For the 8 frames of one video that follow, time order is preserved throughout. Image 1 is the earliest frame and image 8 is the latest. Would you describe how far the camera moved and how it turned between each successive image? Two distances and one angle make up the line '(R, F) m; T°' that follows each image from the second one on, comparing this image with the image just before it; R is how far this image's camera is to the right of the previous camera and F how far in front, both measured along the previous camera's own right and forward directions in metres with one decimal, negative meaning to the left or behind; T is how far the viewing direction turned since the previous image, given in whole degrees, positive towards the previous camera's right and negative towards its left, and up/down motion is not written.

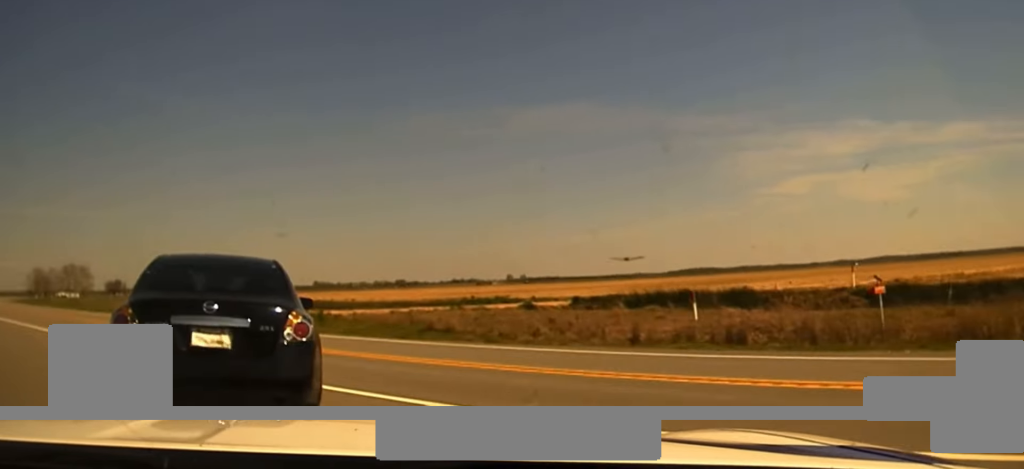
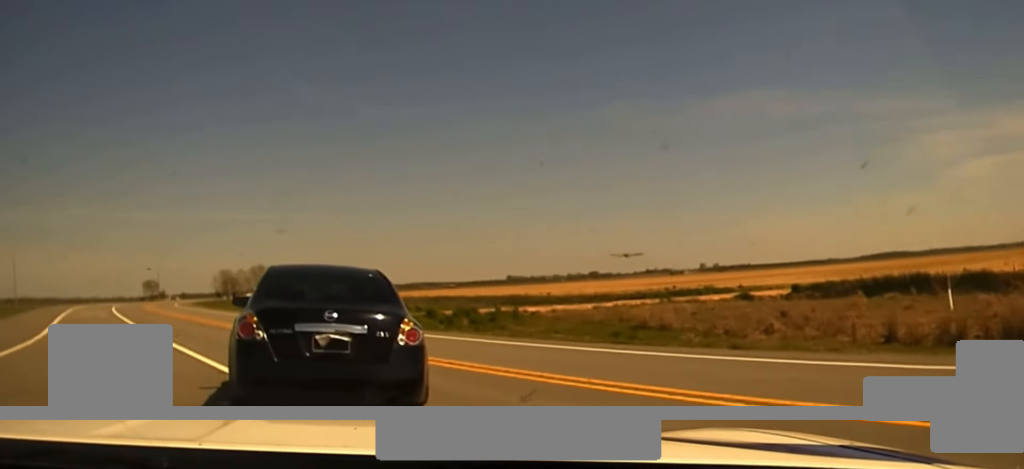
(+0.1, +5.6) m; -5°
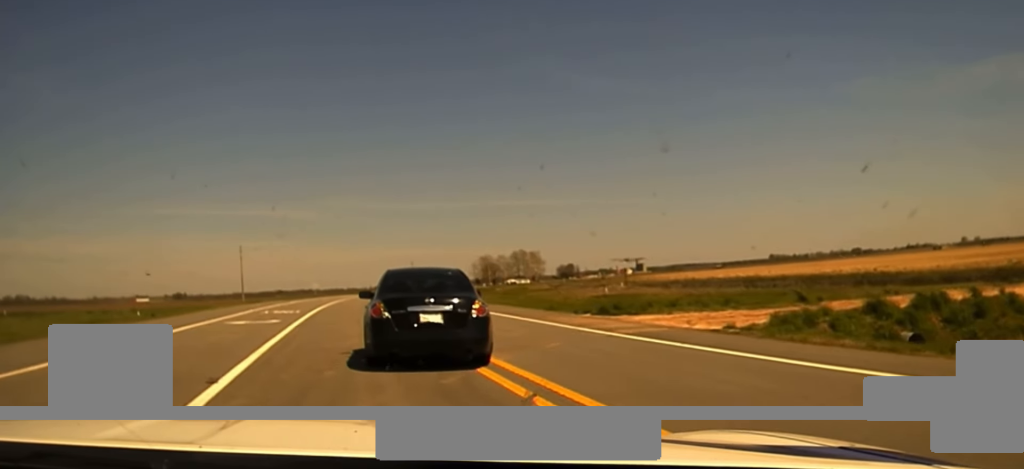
(-4.1, +20.2) m; -22°
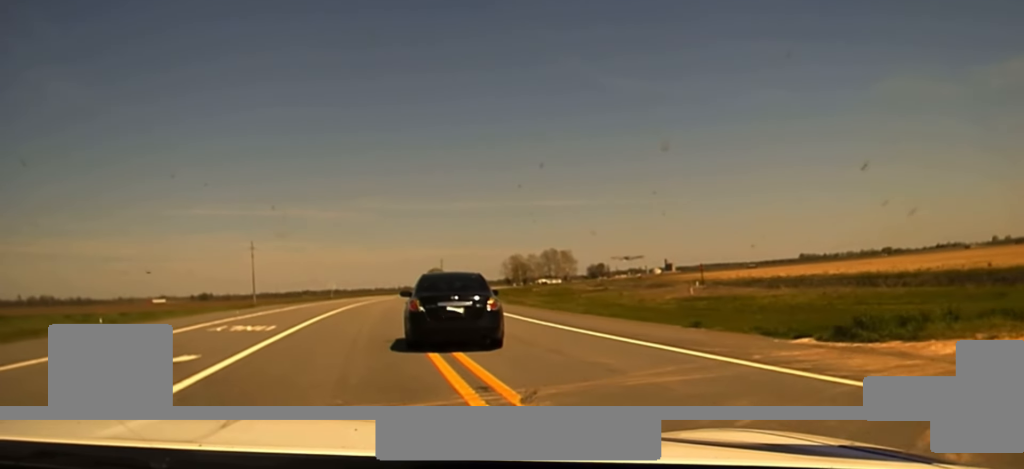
(-1.2, +14.9) m; -5°
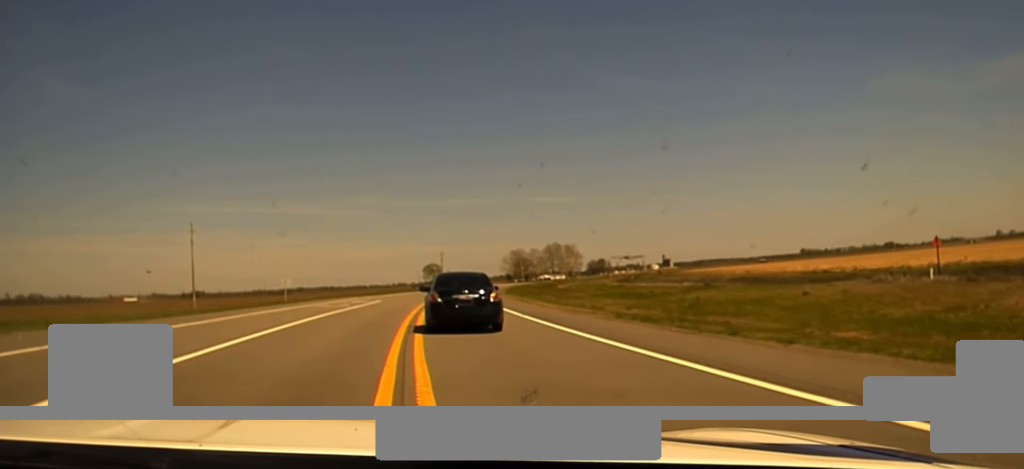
(+0.3, +37.1) m; +1°
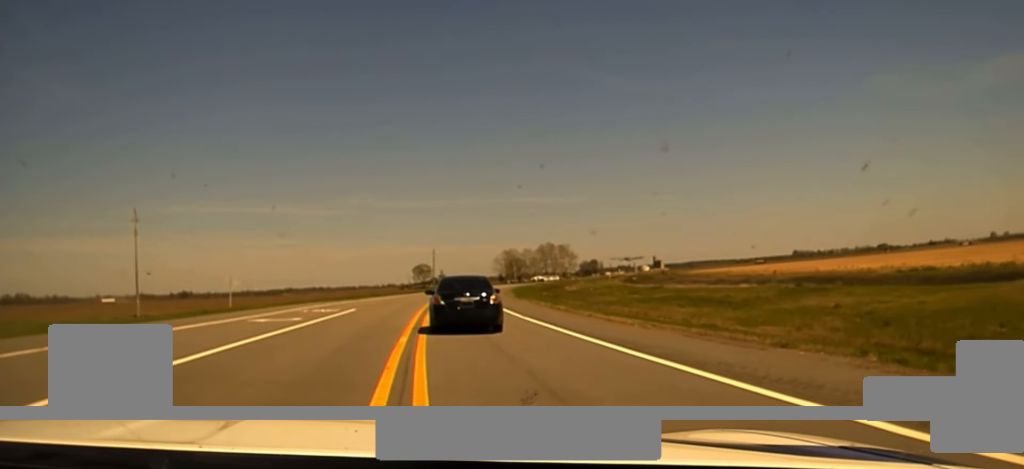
(0.0, +17.1) m; 0°
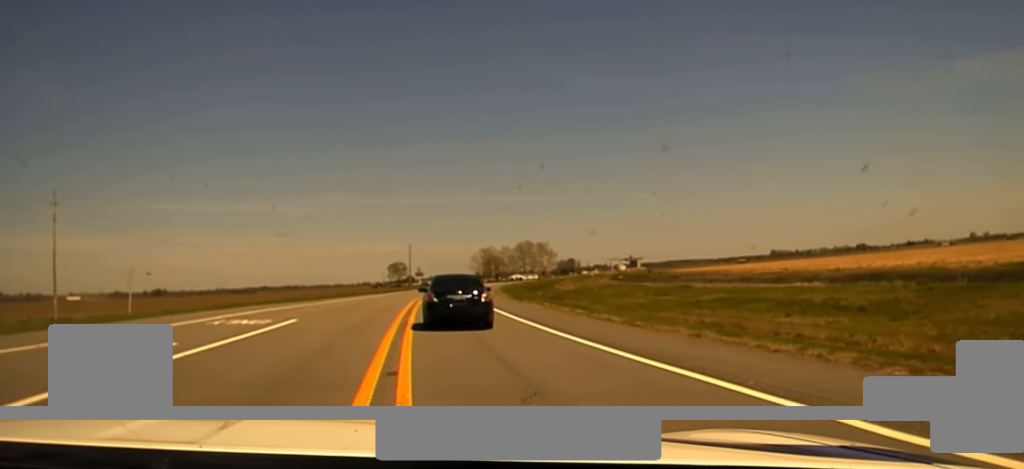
(+0.1, +13.1) m; +1°
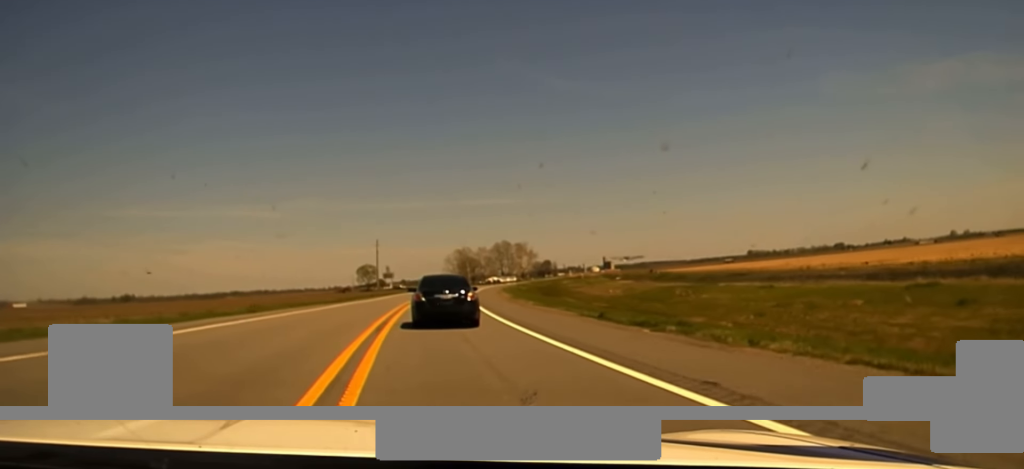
(+0.8, +32.4) m; +3°
